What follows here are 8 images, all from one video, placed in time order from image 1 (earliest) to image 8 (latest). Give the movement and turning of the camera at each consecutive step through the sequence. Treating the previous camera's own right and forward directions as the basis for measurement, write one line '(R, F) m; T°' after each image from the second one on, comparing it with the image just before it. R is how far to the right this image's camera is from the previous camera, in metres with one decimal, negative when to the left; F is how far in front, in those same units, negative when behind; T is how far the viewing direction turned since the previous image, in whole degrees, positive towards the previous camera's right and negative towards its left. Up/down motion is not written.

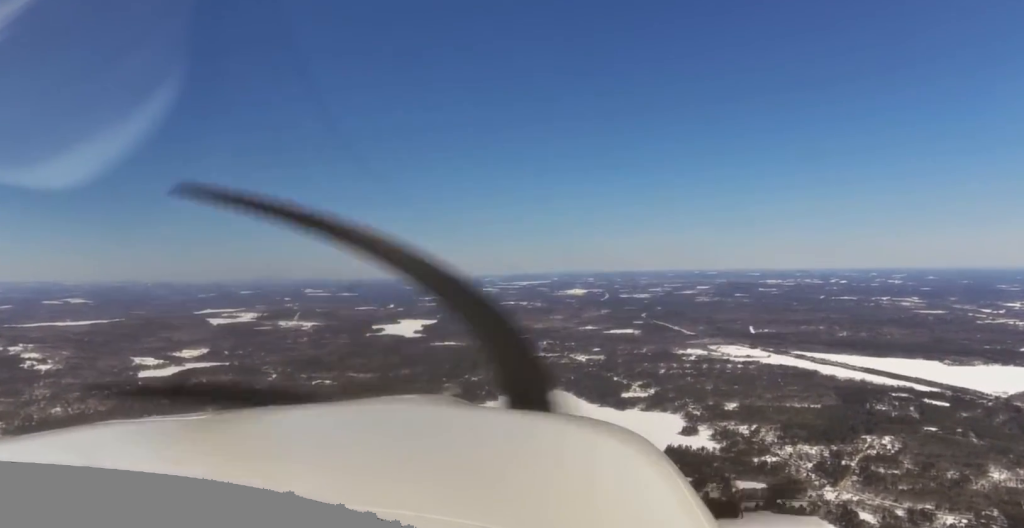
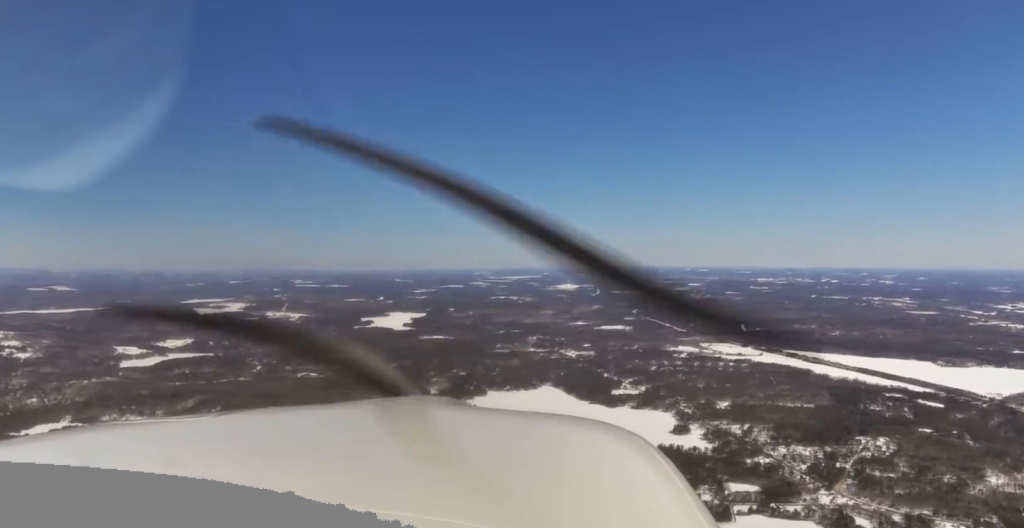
(+0.9, +57.4) m; +1°
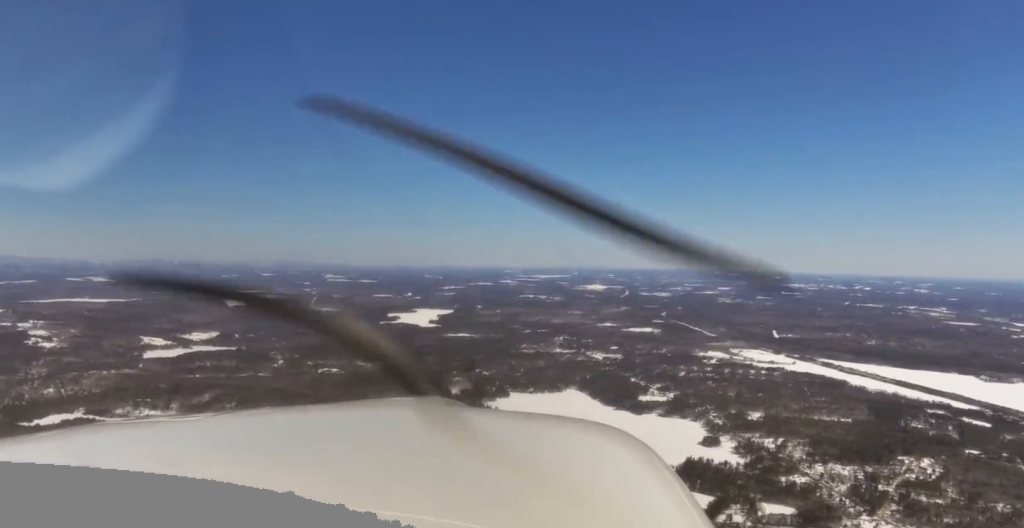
(-1.7, +118.5) m; -1°
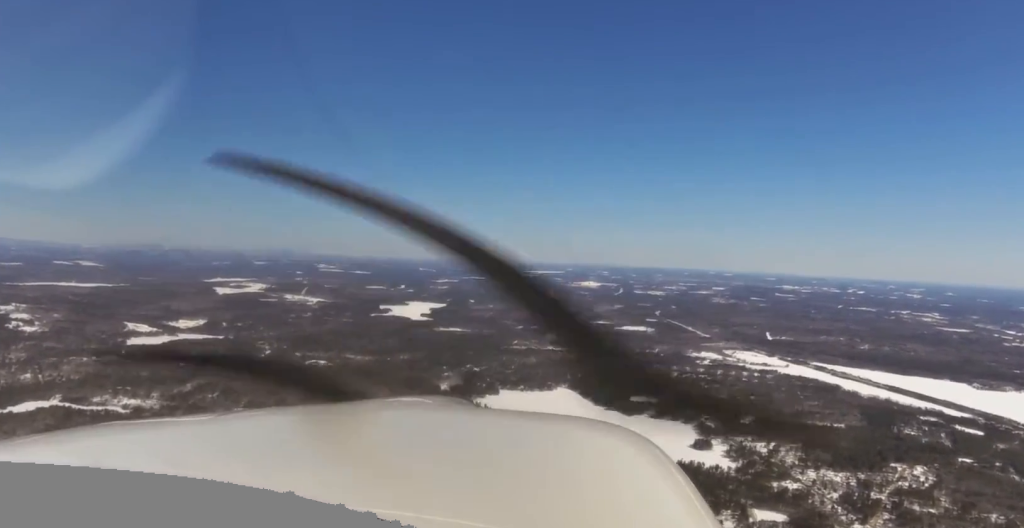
(-0.1, +43.1) m; 0°
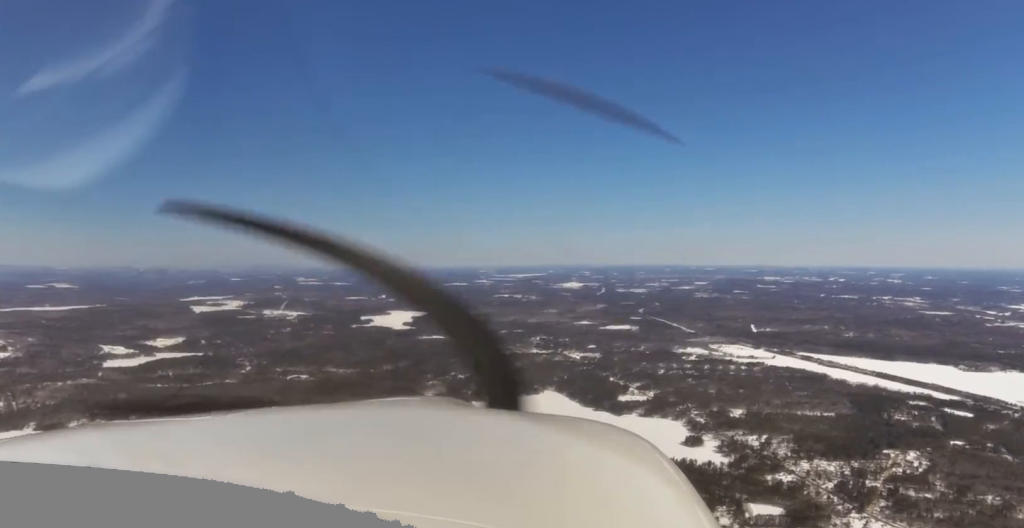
(0.0, +30.8) m; 0°
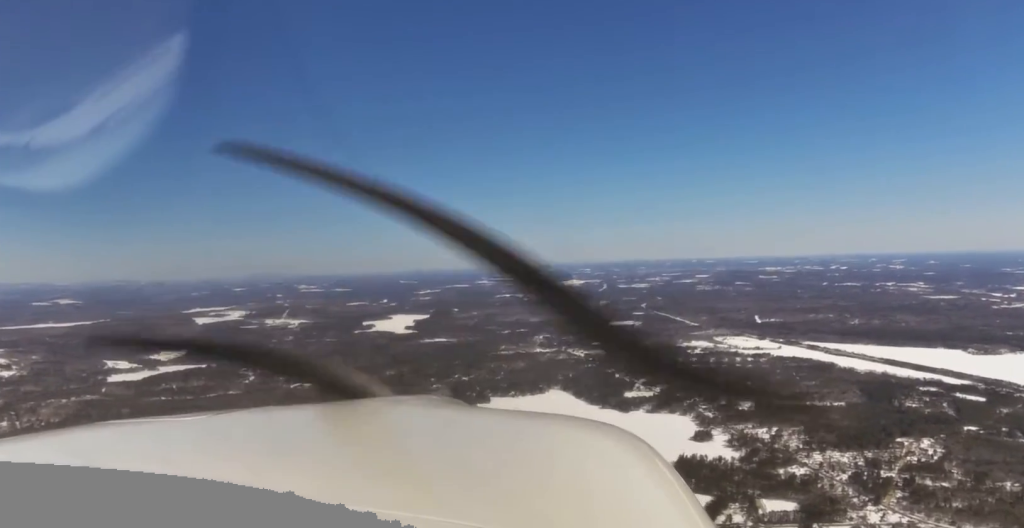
(0.0, +33.0) m; 0°
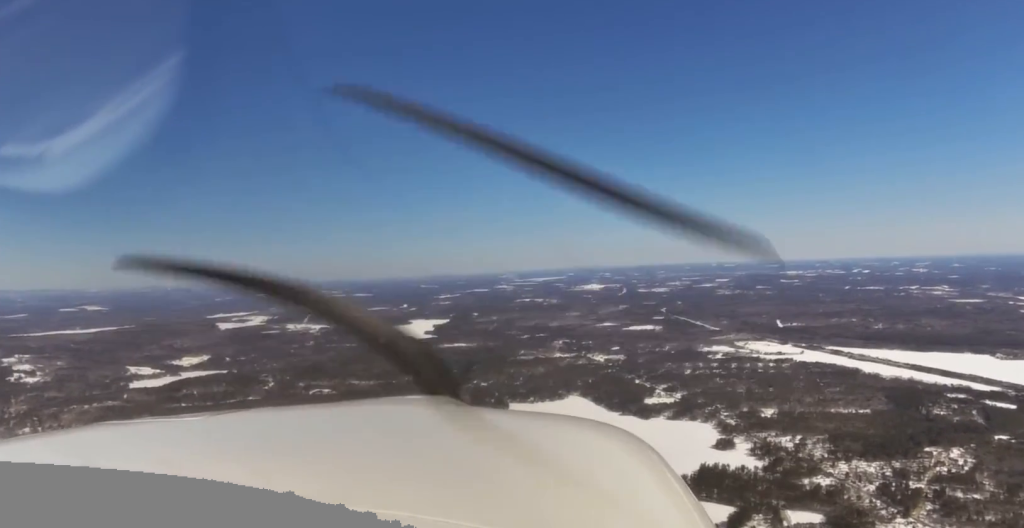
(0.0, +33.0) m; 0°
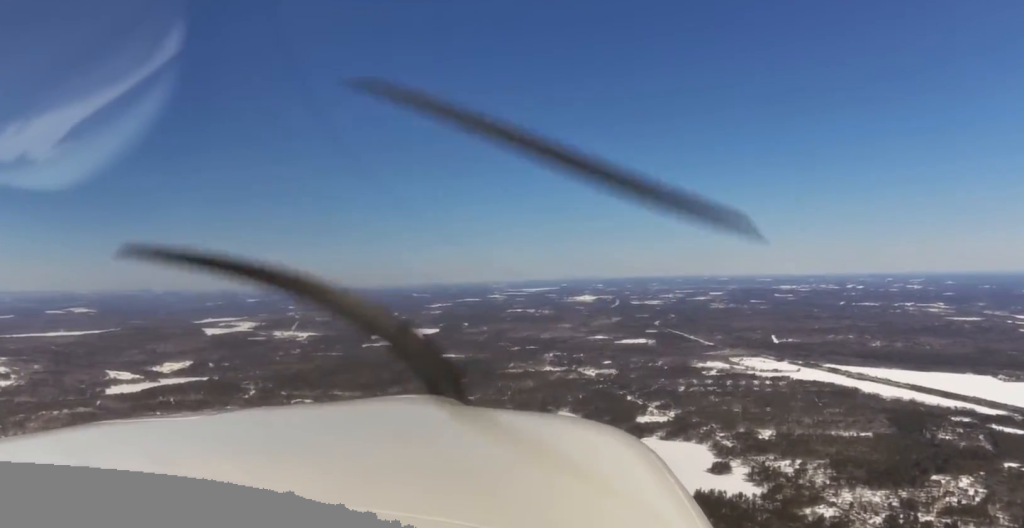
(+1.6, +110.1) m; +1°
